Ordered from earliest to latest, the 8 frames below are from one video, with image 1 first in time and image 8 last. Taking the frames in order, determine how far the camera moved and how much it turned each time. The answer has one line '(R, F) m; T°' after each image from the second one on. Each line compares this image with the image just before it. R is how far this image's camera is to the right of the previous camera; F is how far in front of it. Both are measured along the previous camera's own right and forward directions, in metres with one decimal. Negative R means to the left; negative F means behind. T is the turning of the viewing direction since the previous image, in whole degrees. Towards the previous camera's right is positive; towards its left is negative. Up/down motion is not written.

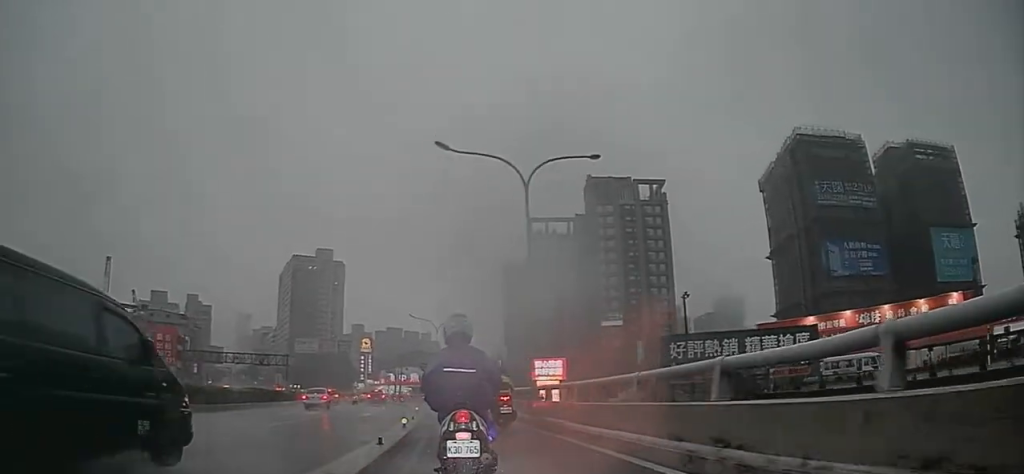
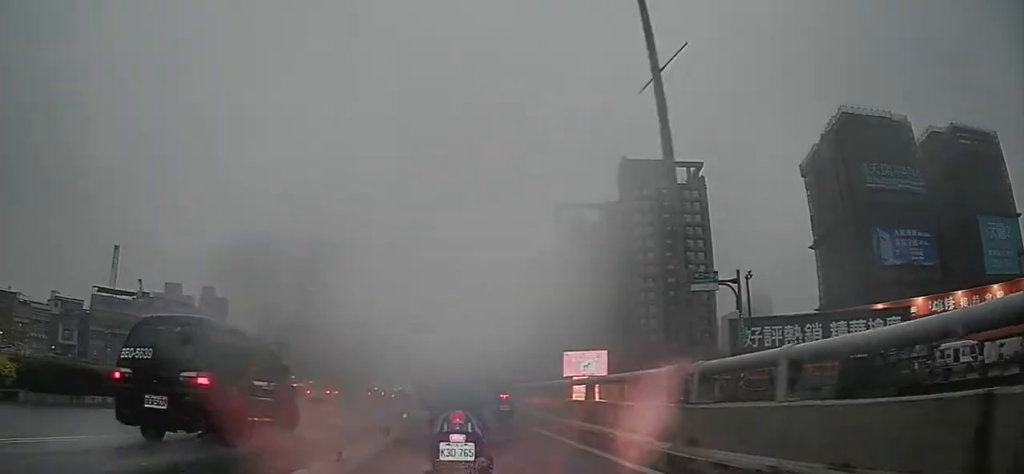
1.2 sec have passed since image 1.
(0.0, +10.8) m; 0°
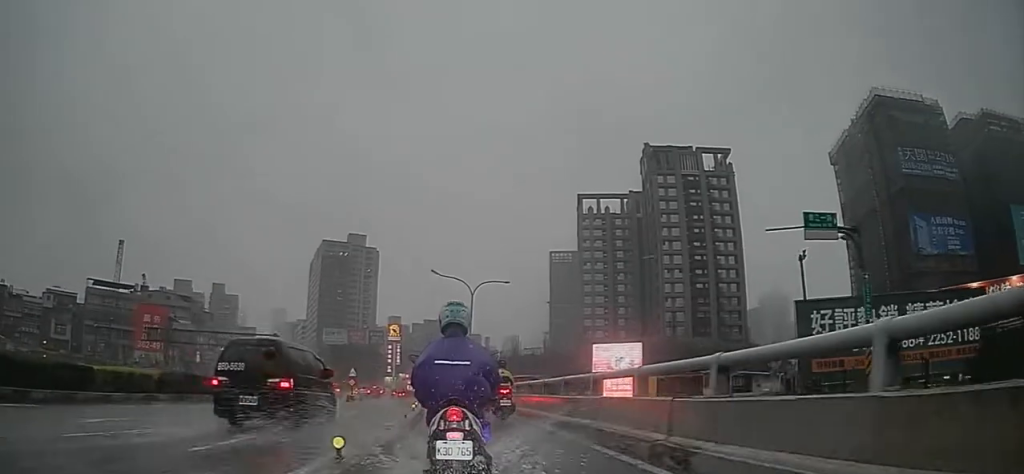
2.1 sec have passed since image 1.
(0.0, +7.8) m; 0°
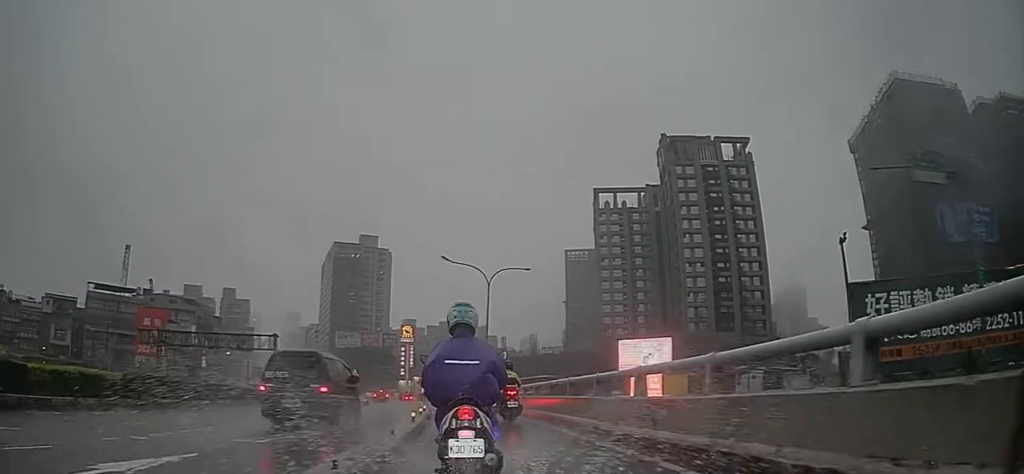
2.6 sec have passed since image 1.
(0.0, +4.8) m; 0°
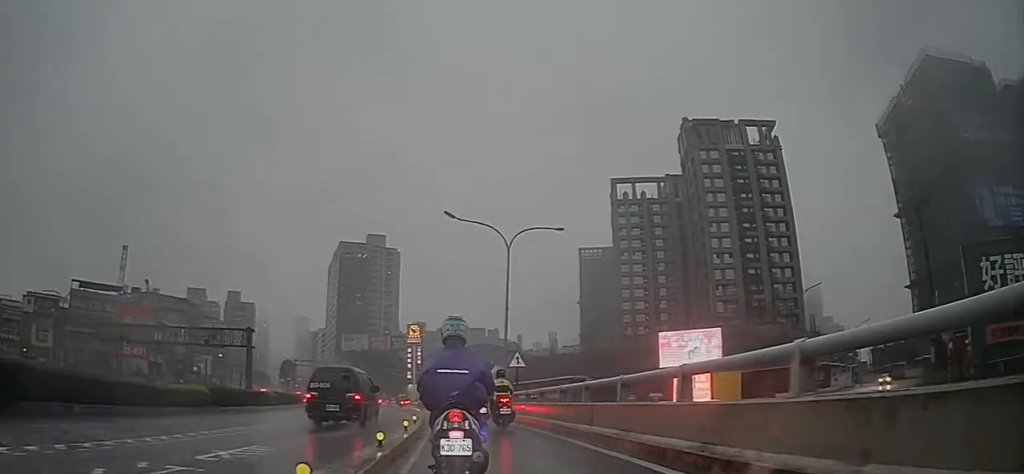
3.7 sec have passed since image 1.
(0.0, +9.6) m; 0°
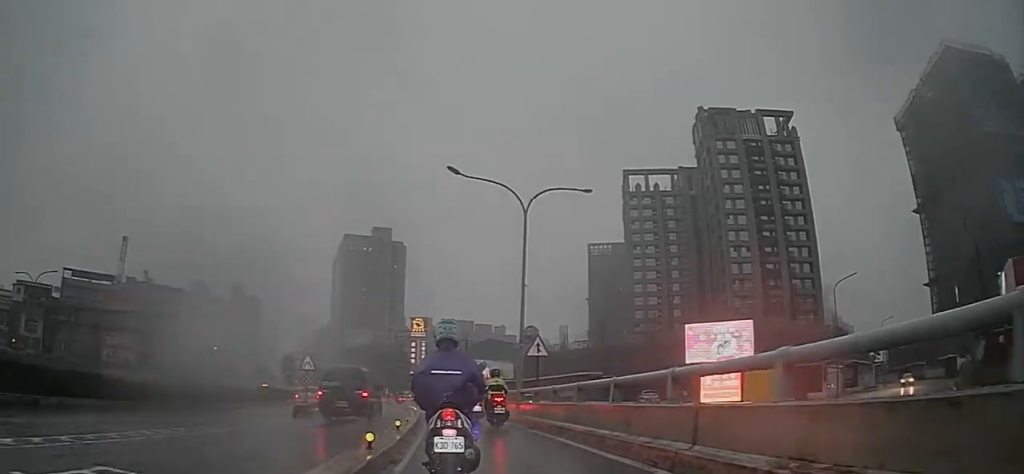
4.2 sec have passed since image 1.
(0.0, +4.8) m; 0°
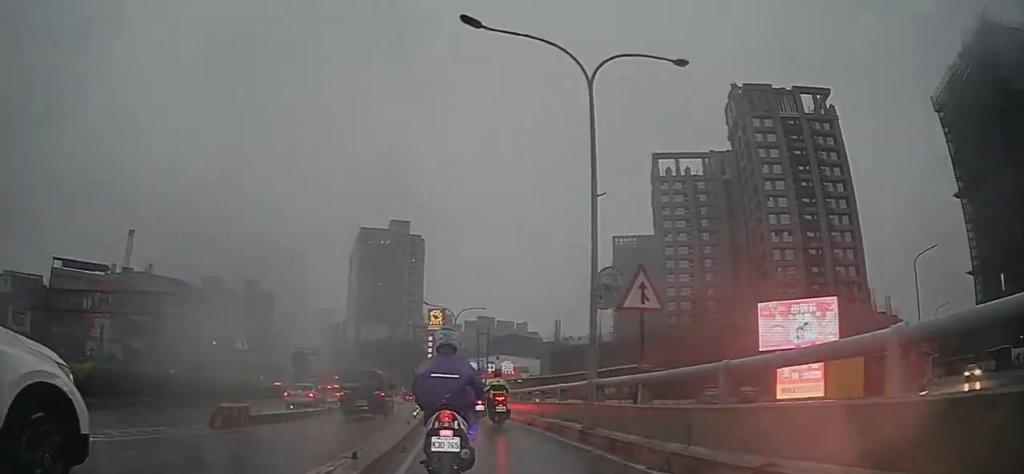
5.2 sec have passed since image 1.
(0.0, +8.8) m; 0°
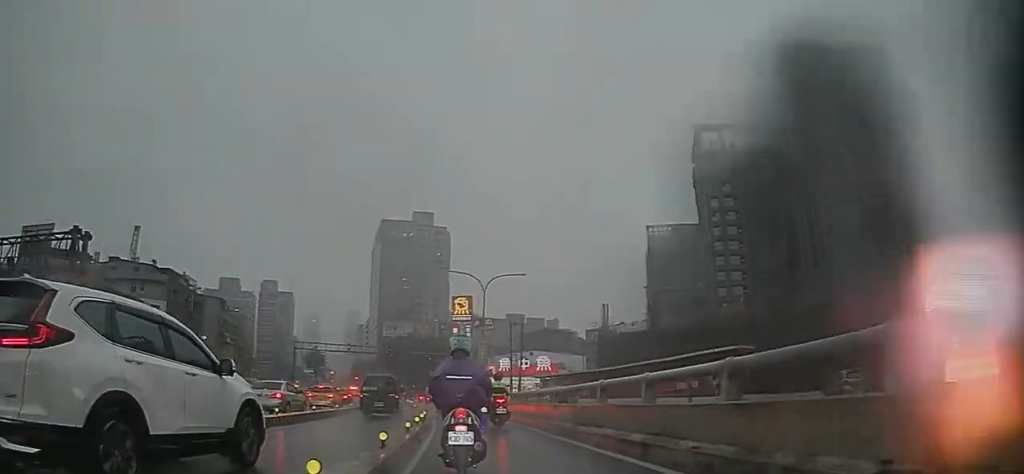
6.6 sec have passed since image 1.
(0.0, +12.9) m; -7°
